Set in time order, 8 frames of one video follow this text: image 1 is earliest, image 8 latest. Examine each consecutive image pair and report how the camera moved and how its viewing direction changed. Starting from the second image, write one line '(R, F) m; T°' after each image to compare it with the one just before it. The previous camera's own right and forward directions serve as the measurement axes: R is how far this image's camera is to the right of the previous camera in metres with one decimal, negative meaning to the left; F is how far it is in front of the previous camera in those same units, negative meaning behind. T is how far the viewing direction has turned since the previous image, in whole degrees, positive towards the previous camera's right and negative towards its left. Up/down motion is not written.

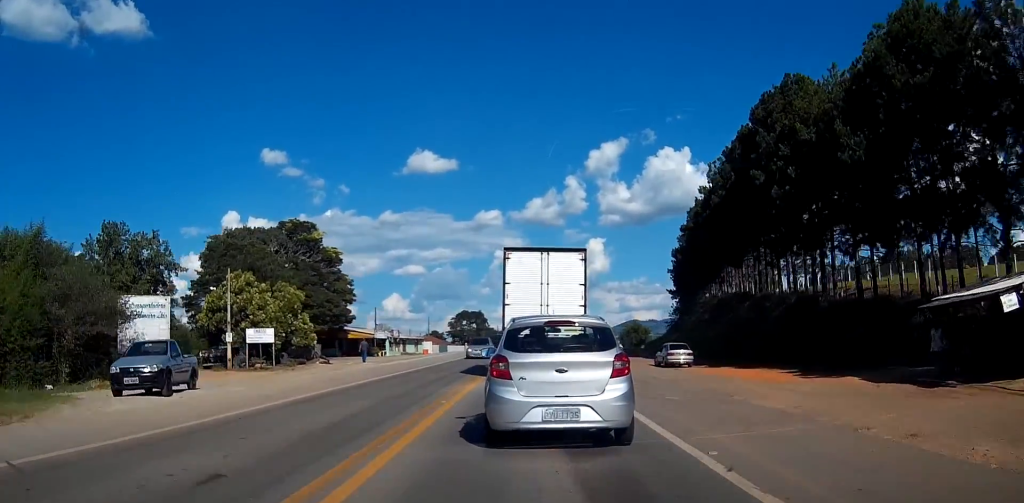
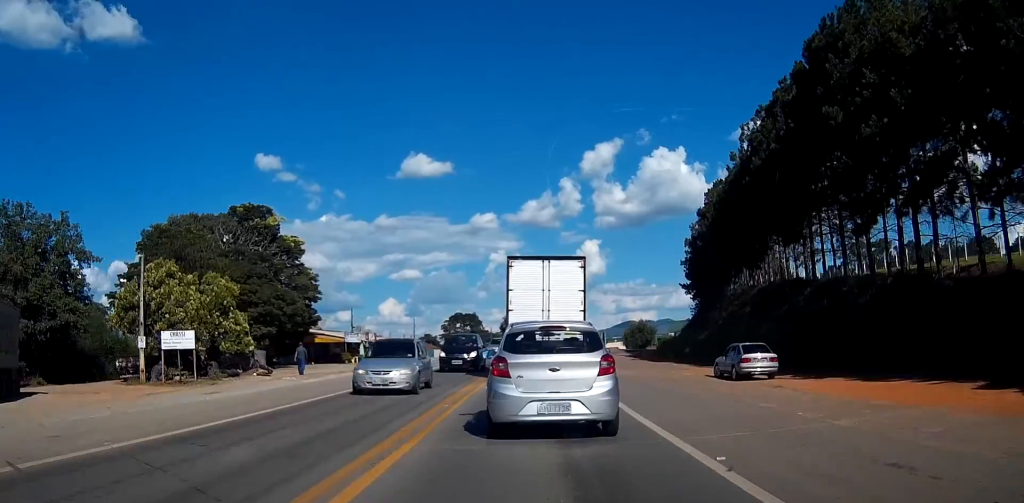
(-0.4, +14.7) m; -4°
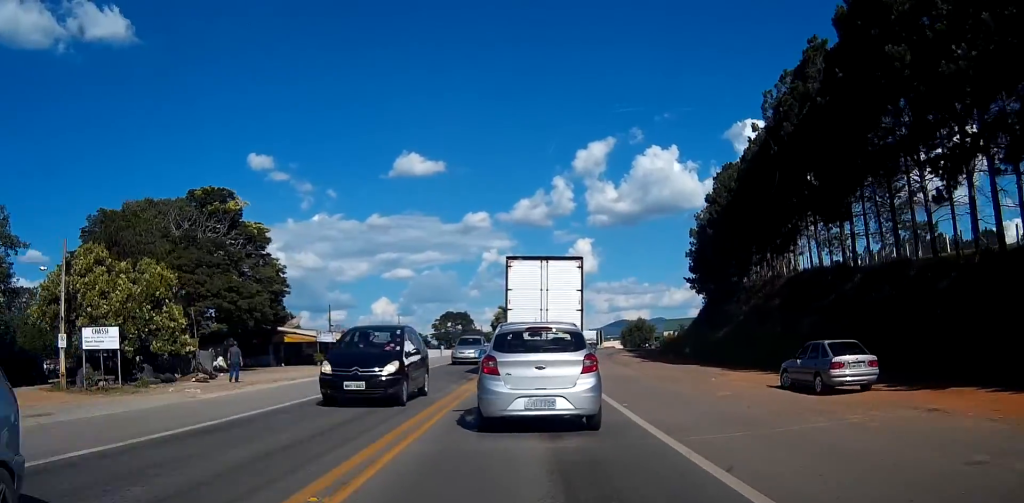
(-0.4, +8.8) m; -2°
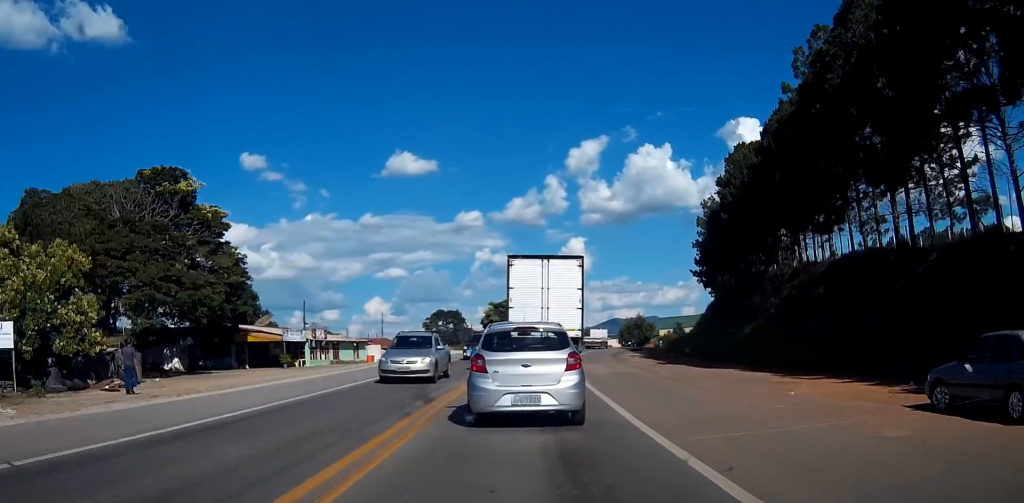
(-0.1, +9.1) m; 0°
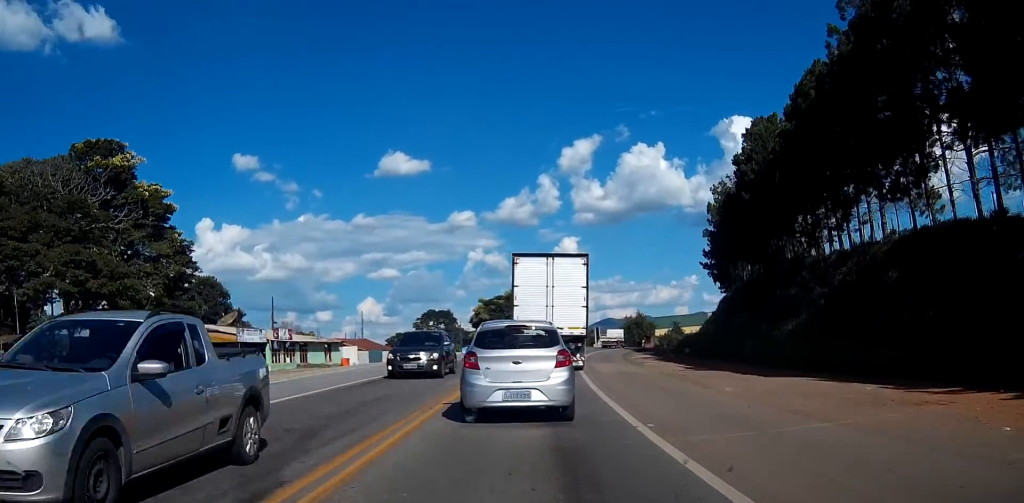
(0.0, +9.8) m; +1°
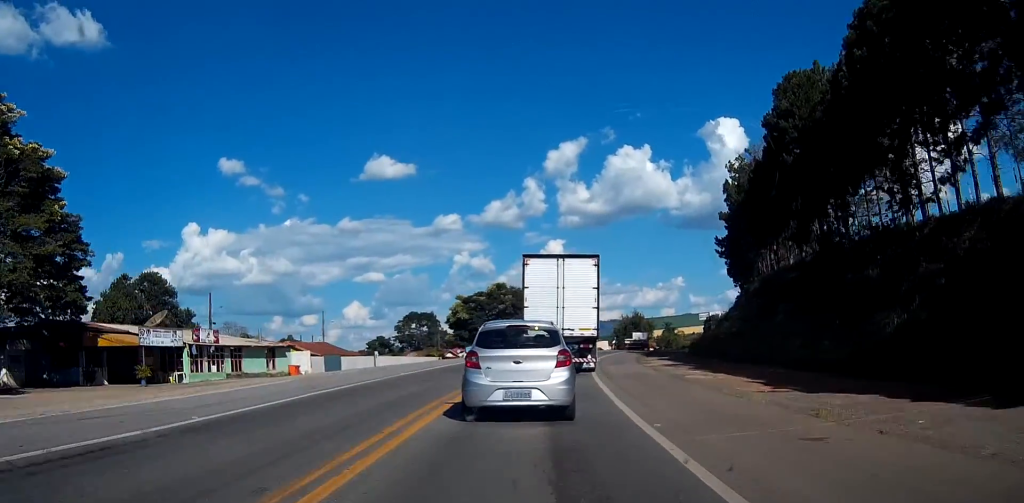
(+0.2, +14.4) m; +1°
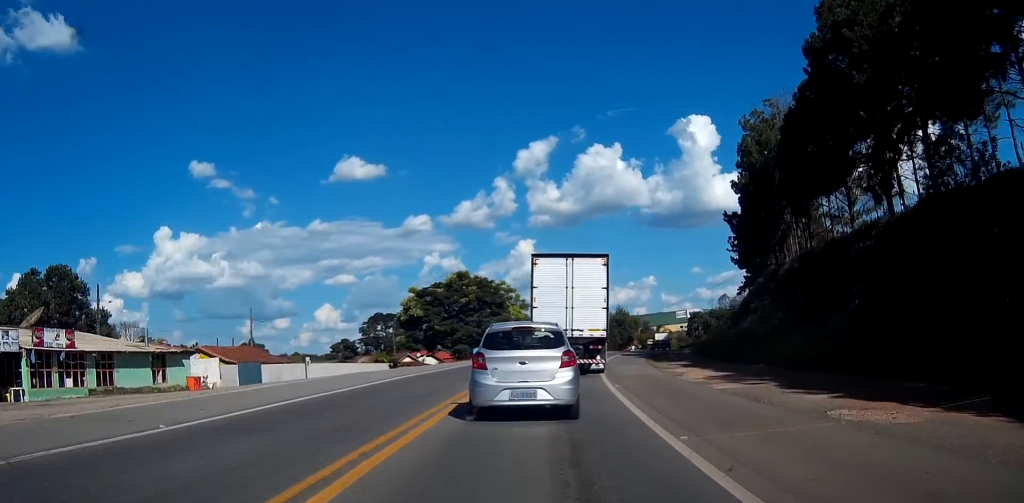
(+0.2, +16.8) m; +2°
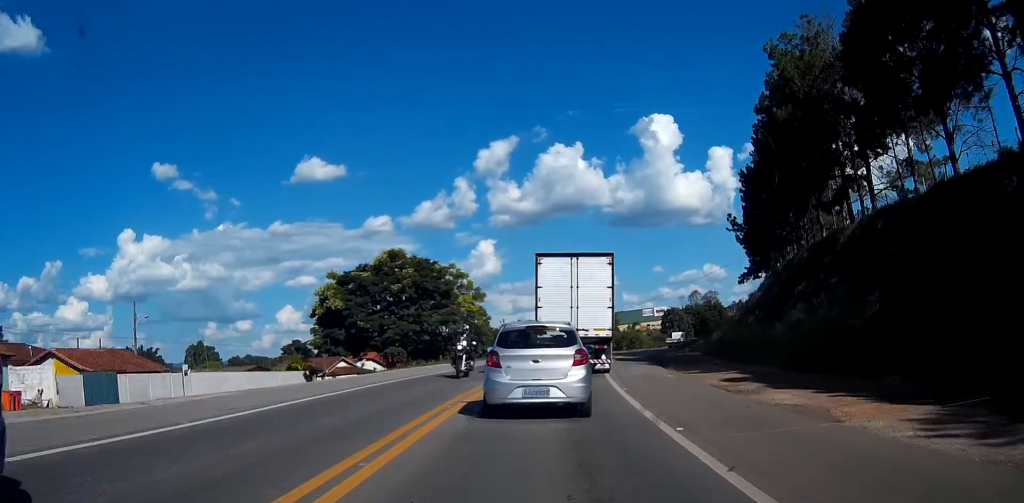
(+0.6, +18.5) m; +3°
